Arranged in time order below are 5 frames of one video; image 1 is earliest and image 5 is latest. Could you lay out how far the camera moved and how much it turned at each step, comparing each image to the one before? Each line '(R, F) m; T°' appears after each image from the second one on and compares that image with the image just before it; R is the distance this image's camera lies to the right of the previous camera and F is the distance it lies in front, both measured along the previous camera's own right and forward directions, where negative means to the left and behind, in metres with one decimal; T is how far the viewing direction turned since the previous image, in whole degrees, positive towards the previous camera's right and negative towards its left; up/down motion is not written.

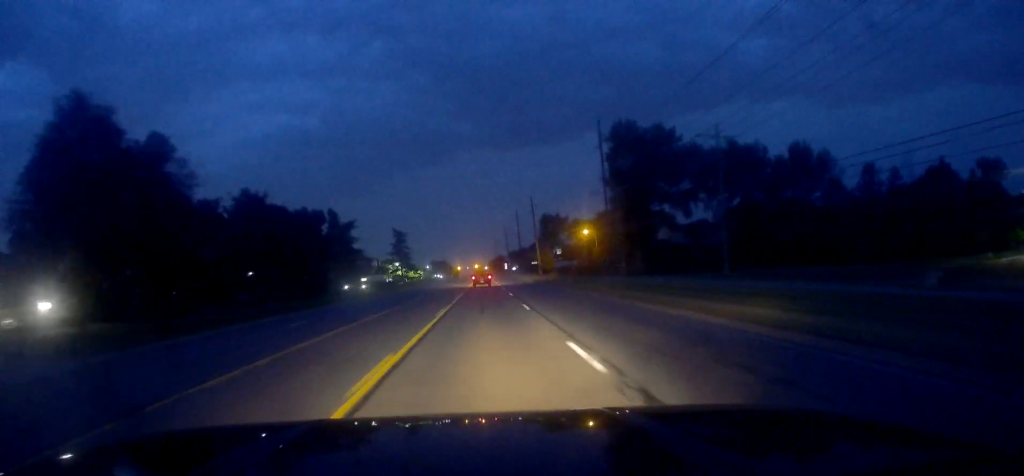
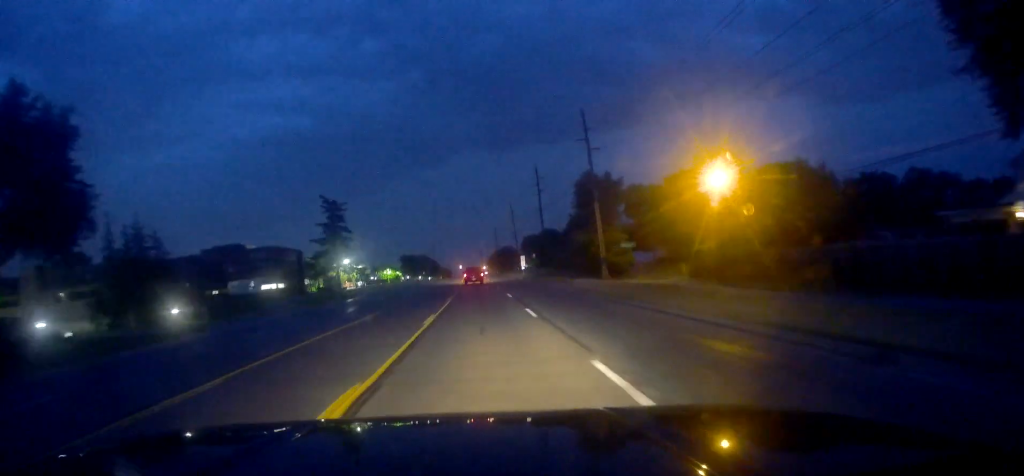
(-0.5, +79.3) m; 0°
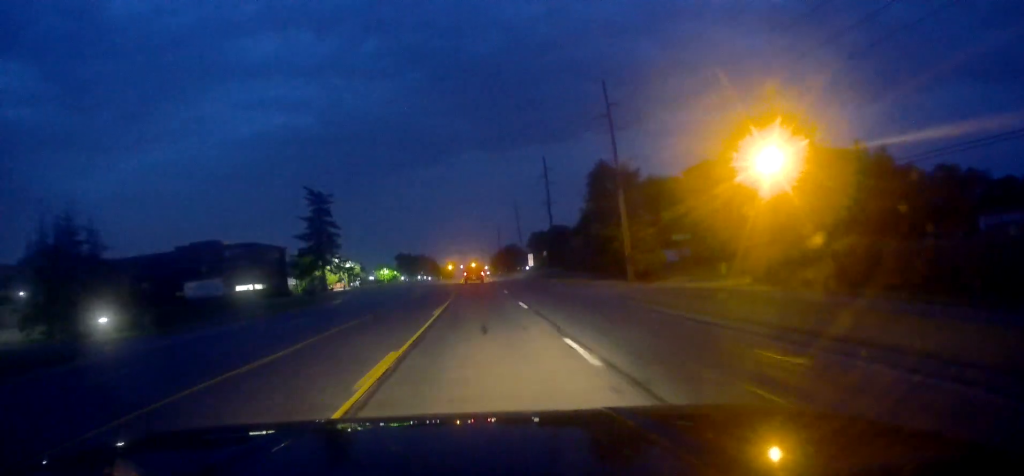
(0.0, +10.9) m; 0°
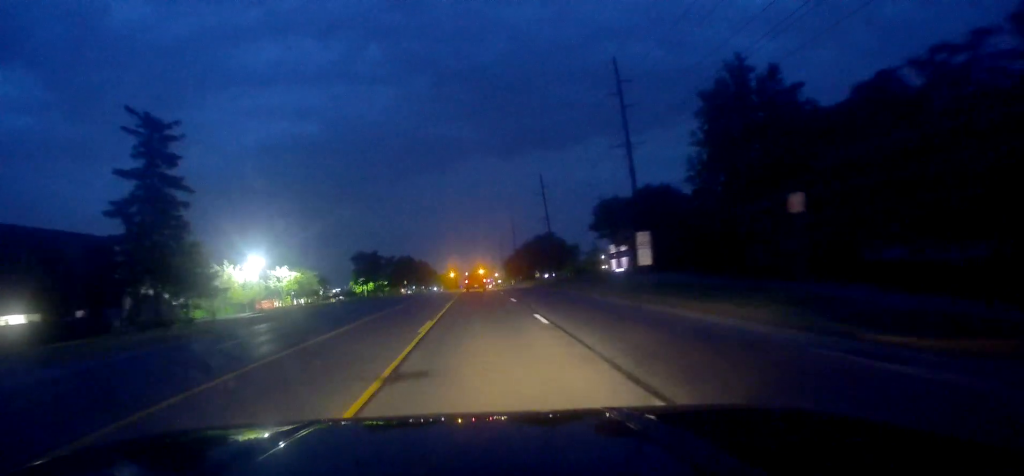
(-1.2, +52.4) m; -2°
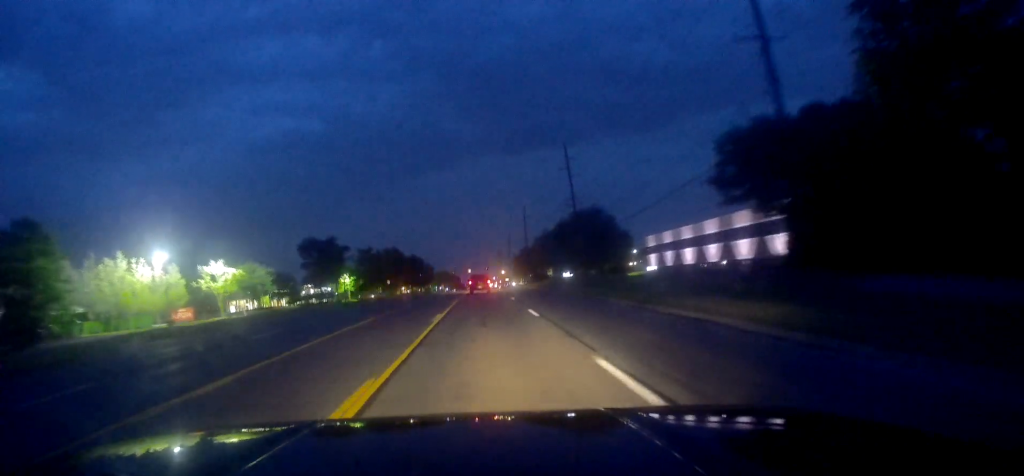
(+0.5, +26.2) m; +2°
